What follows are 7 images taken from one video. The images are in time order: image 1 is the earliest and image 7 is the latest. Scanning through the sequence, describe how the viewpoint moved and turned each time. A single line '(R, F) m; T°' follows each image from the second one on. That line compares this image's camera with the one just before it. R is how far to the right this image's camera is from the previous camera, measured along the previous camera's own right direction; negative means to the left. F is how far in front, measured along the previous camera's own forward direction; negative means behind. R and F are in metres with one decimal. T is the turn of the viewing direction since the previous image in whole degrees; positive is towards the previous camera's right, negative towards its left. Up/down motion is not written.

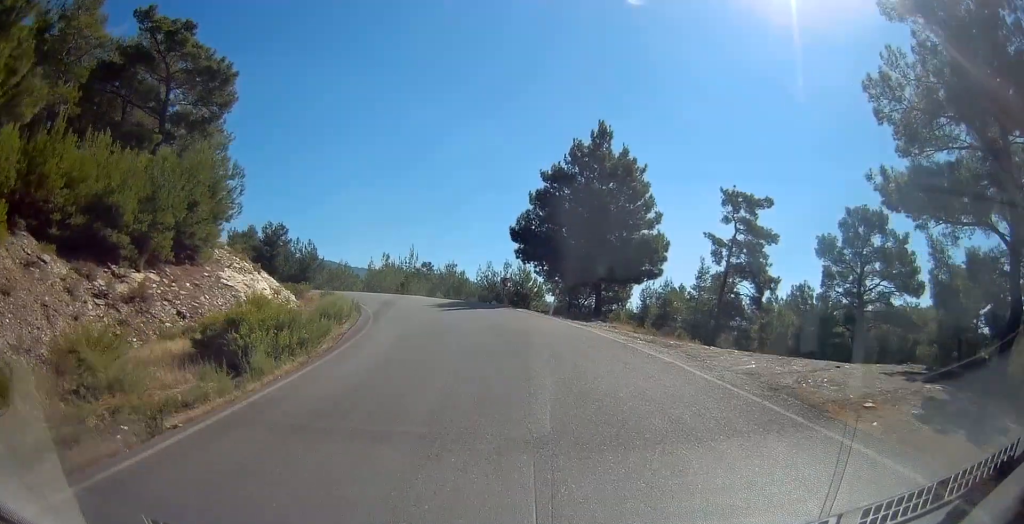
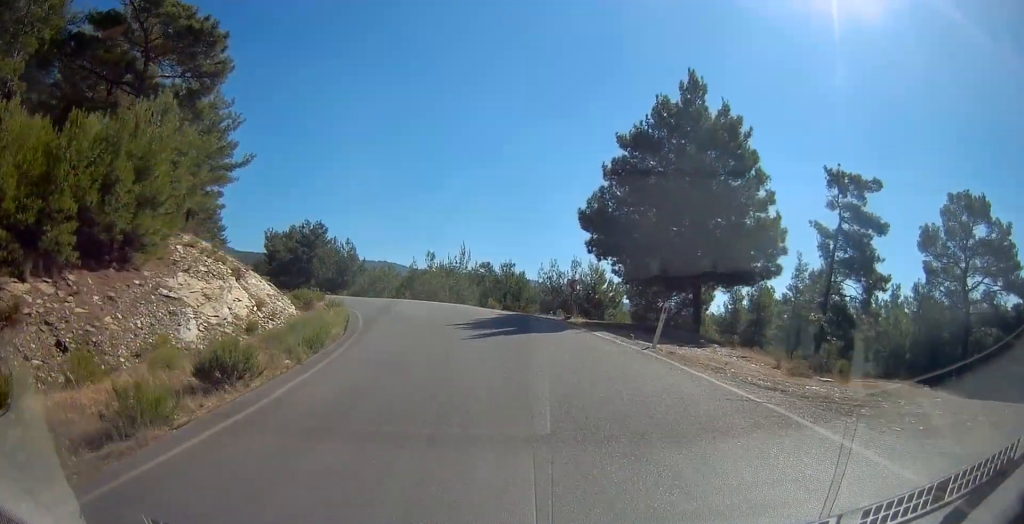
(-0.9, +9.3) m; -9°
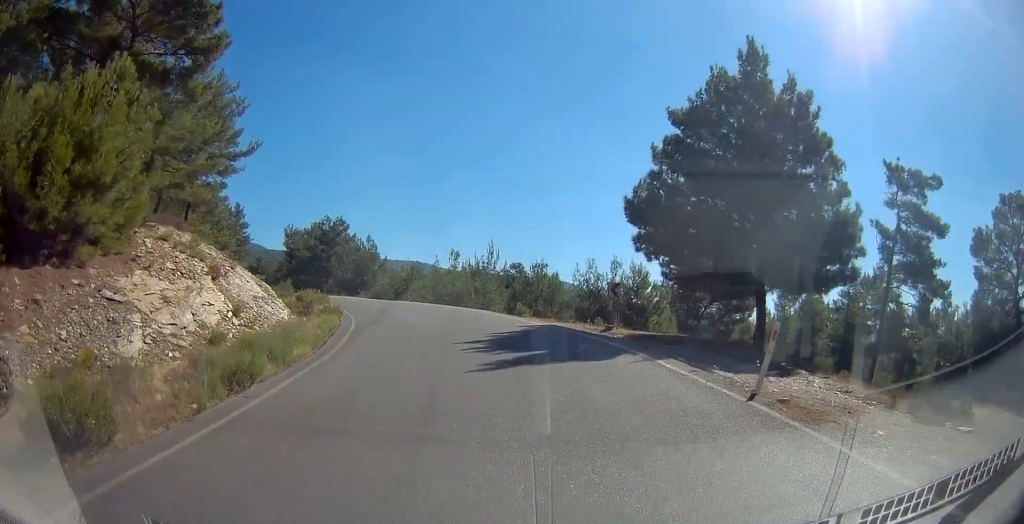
(0.0, +4.5) m; -3°
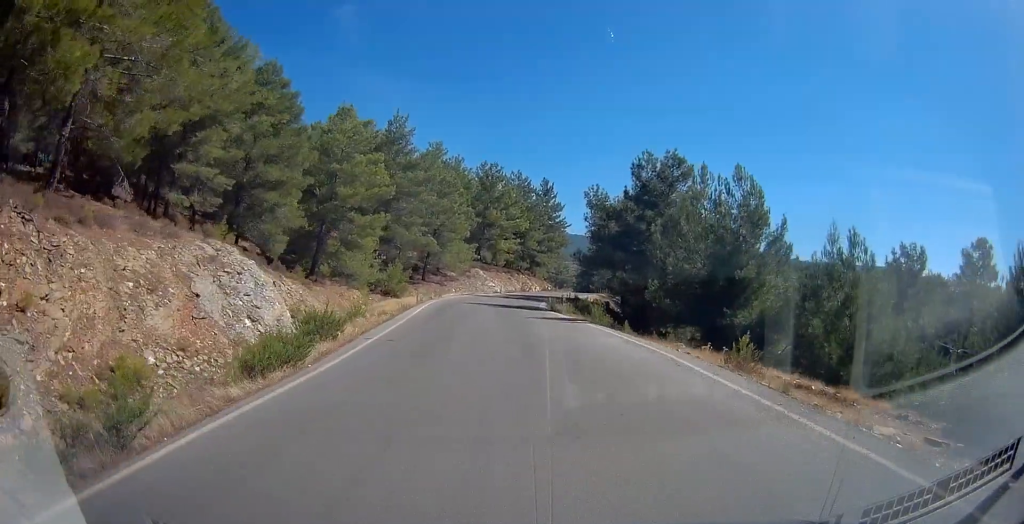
(-10.2, +36.2) m; -32°
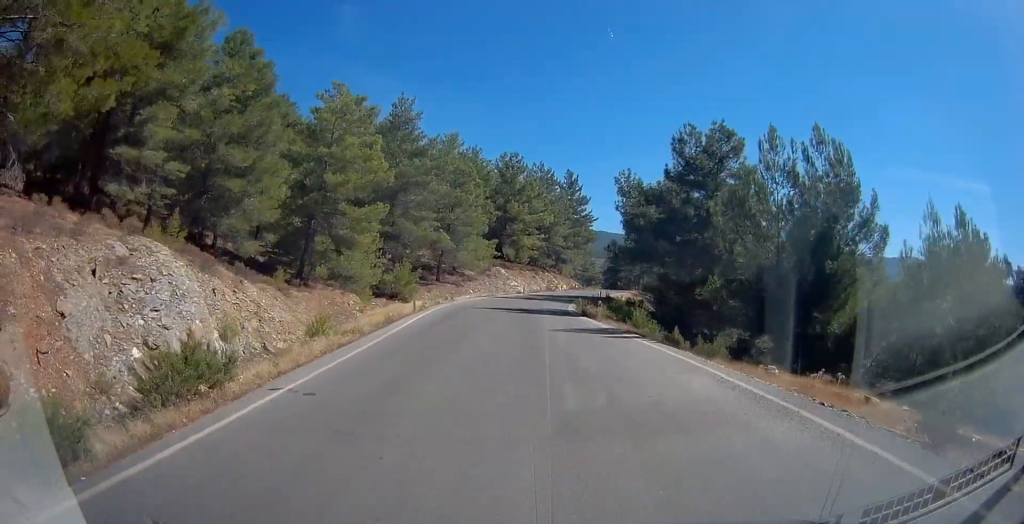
(-0.2, +5.9) m; -3°
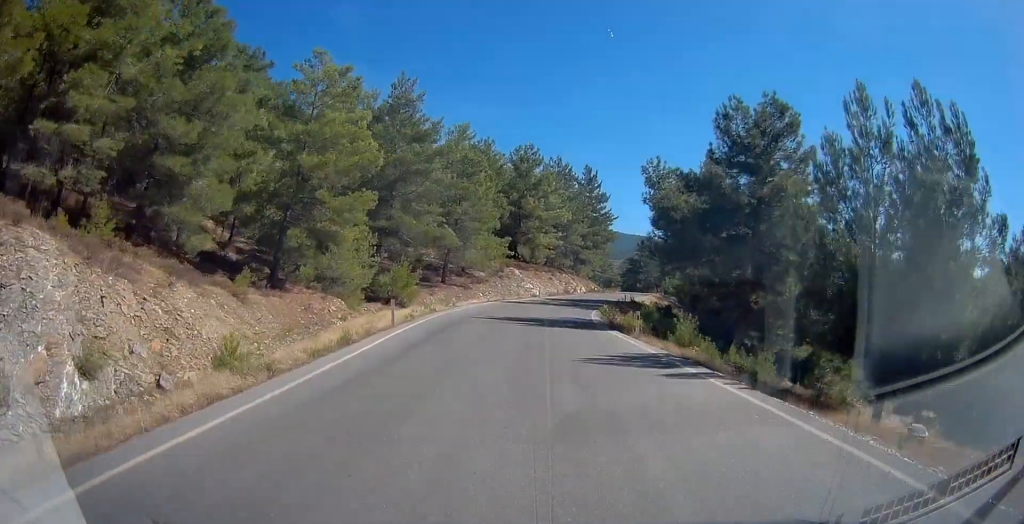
(0.0, +5.4) m; -2°
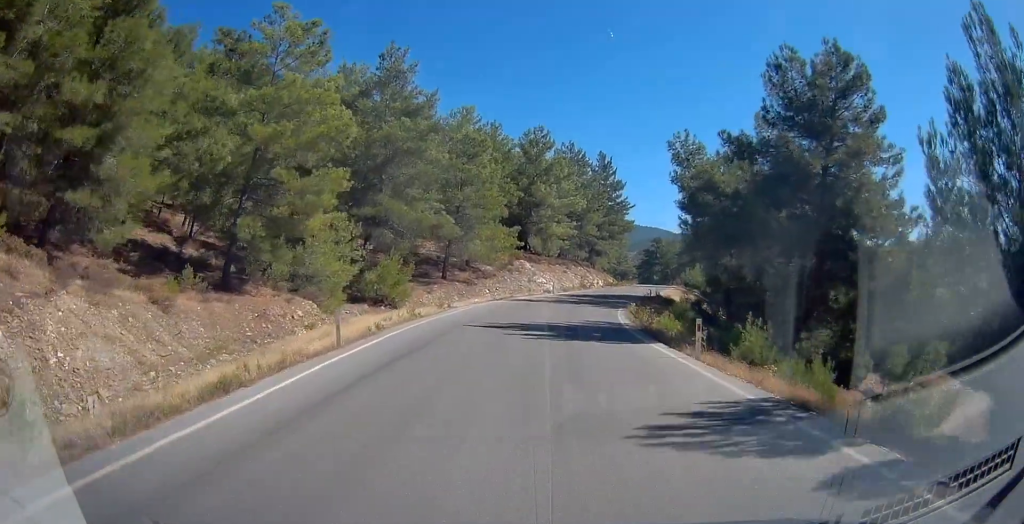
(-0.3, +5.6) m; 0°
